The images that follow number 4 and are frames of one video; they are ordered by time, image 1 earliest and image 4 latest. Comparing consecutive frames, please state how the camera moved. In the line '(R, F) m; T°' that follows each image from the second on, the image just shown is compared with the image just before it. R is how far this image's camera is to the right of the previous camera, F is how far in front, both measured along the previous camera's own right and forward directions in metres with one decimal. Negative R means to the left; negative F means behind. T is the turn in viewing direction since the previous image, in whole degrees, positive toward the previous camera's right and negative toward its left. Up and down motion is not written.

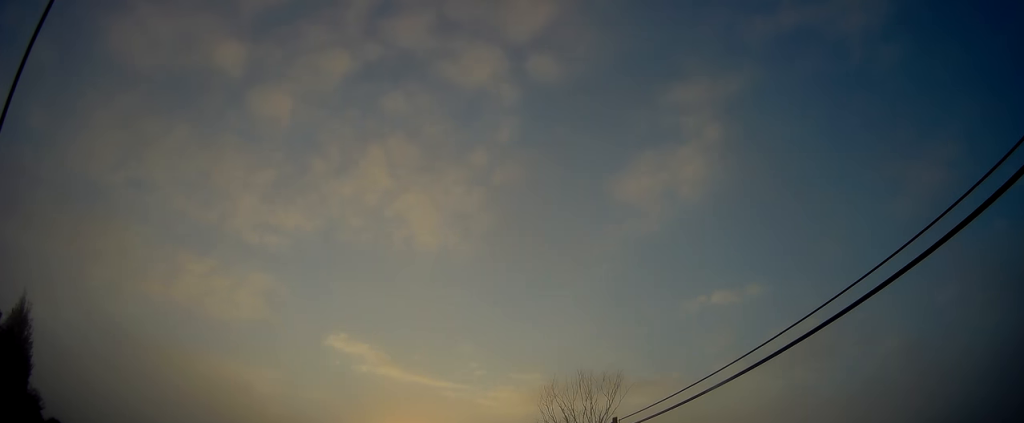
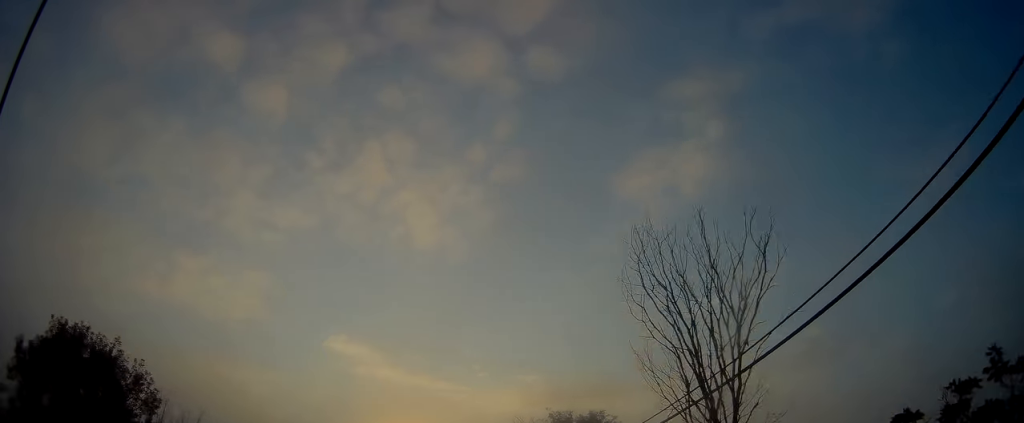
(-0.2, +22.6) m; -1°
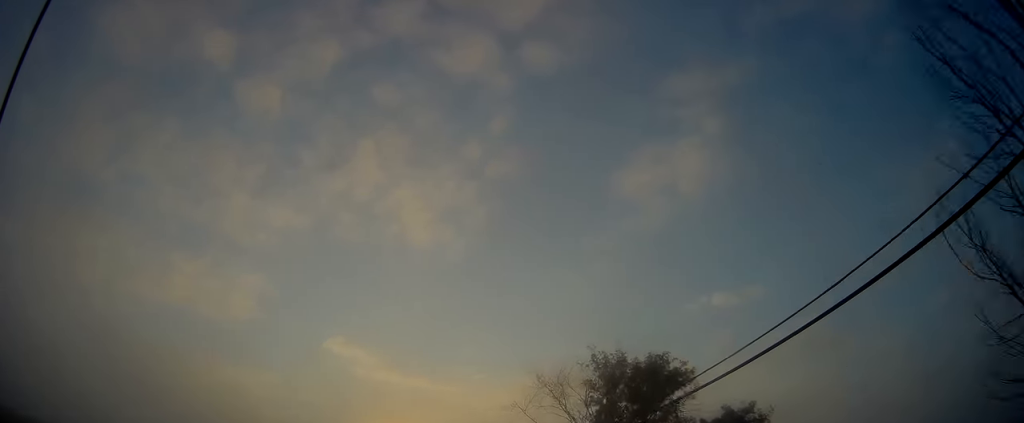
(-0.1, +16.5) m; 0°
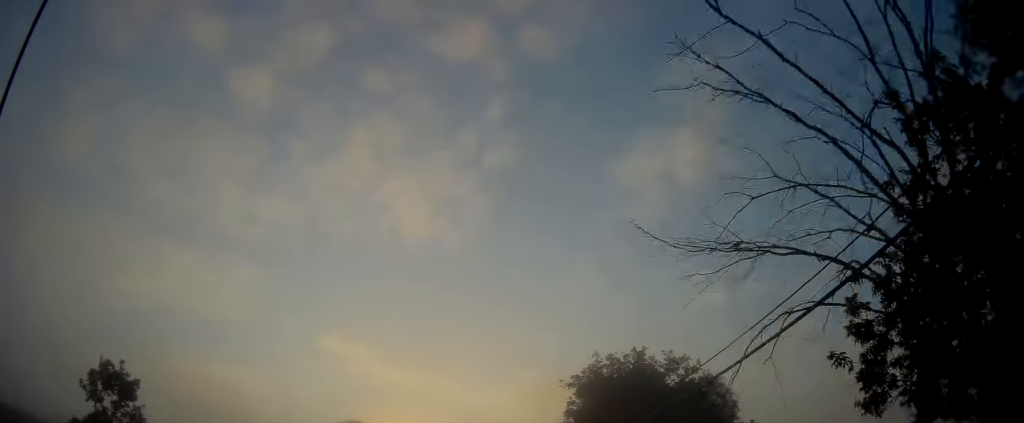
(+0.4, +30.1) m; 0°
